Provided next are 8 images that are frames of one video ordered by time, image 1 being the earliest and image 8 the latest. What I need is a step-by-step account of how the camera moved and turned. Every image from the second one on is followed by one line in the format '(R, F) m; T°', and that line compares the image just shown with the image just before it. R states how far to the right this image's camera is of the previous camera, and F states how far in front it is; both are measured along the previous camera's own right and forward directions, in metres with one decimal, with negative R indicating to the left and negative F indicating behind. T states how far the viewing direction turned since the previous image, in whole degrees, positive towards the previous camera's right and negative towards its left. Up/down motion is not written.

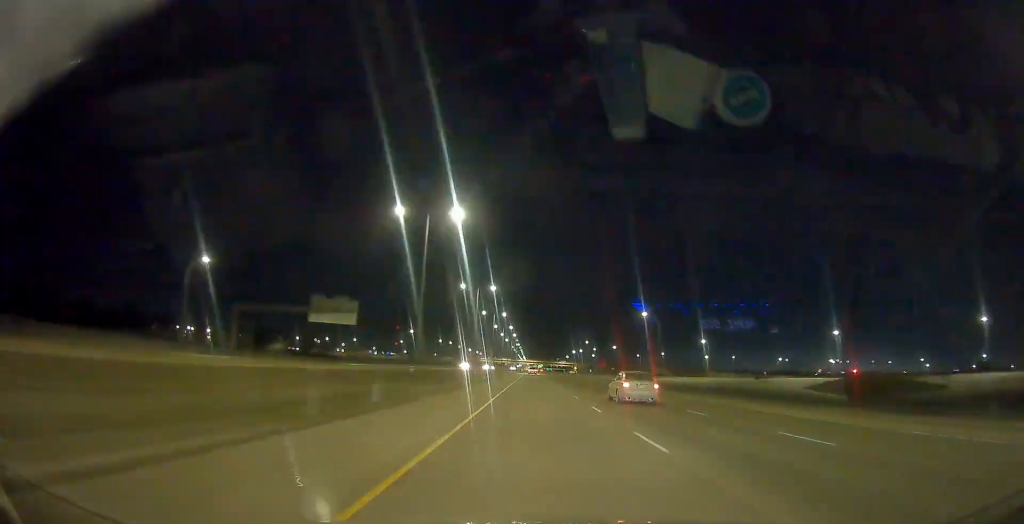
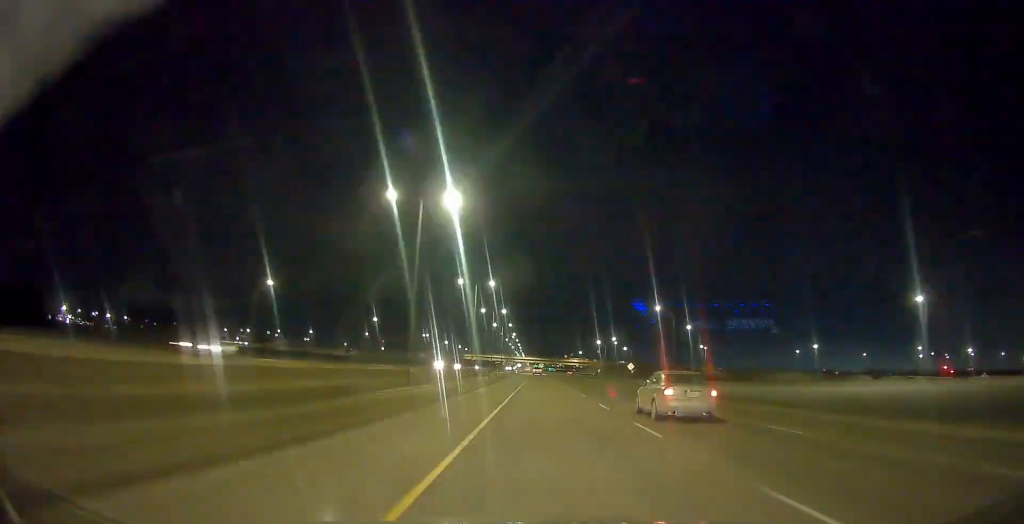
(+0.1, +124.4) m; 0°
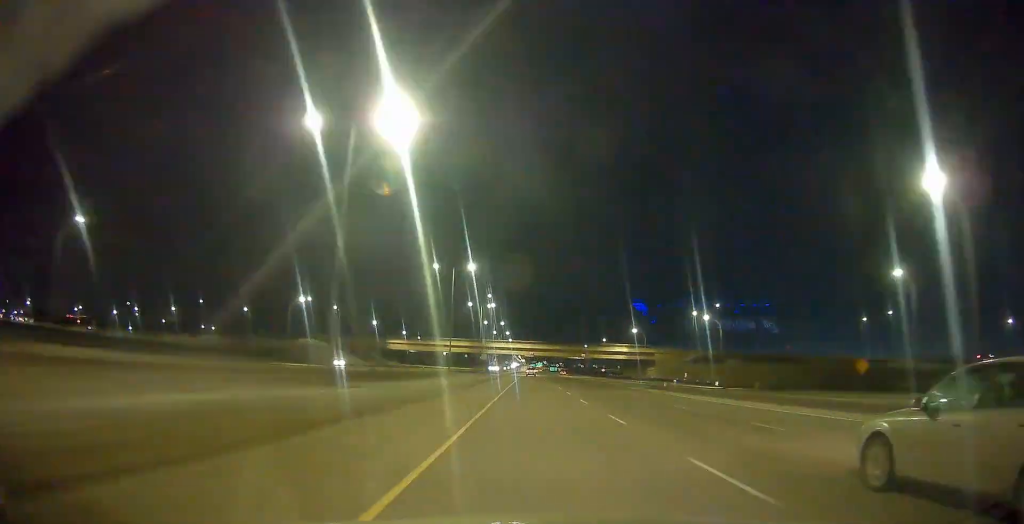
(-0.1, +196.8) m; 0°
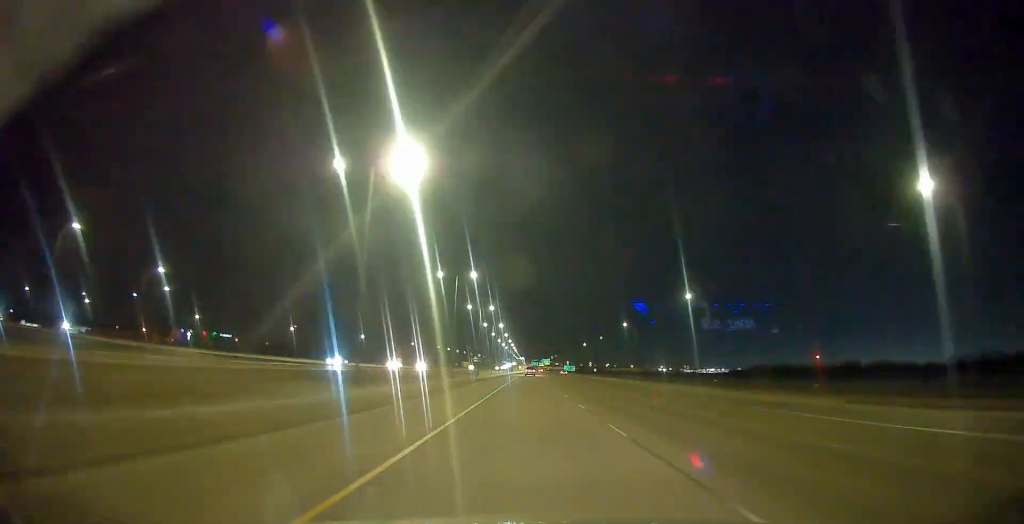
(+1.3, +292.6) m; +1°
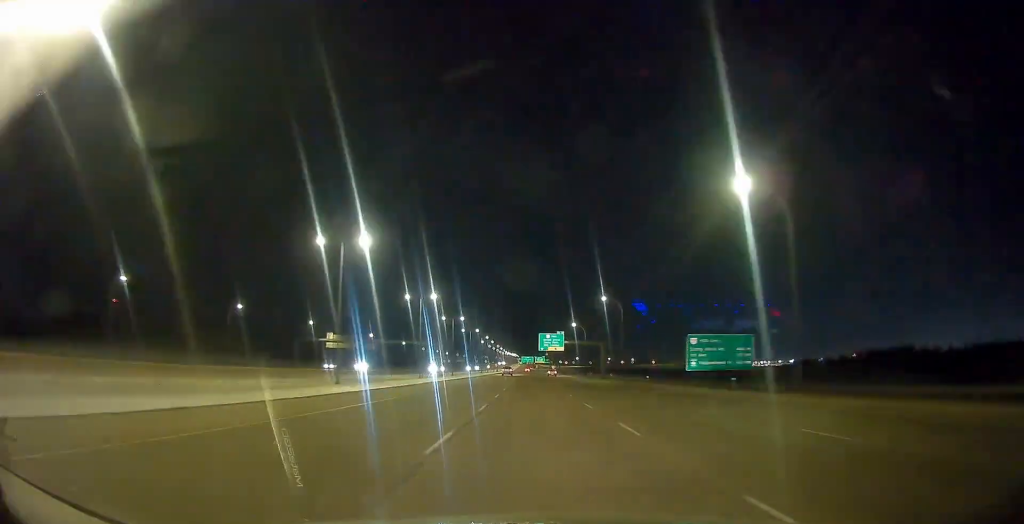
(+1.4, +386.1) m; -1°
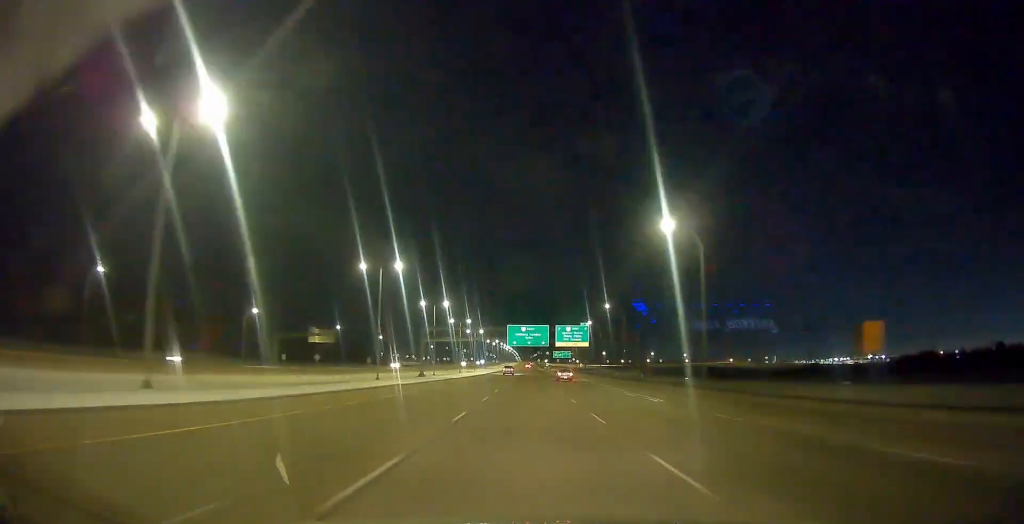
(-3.5, +331.0) m; -1°
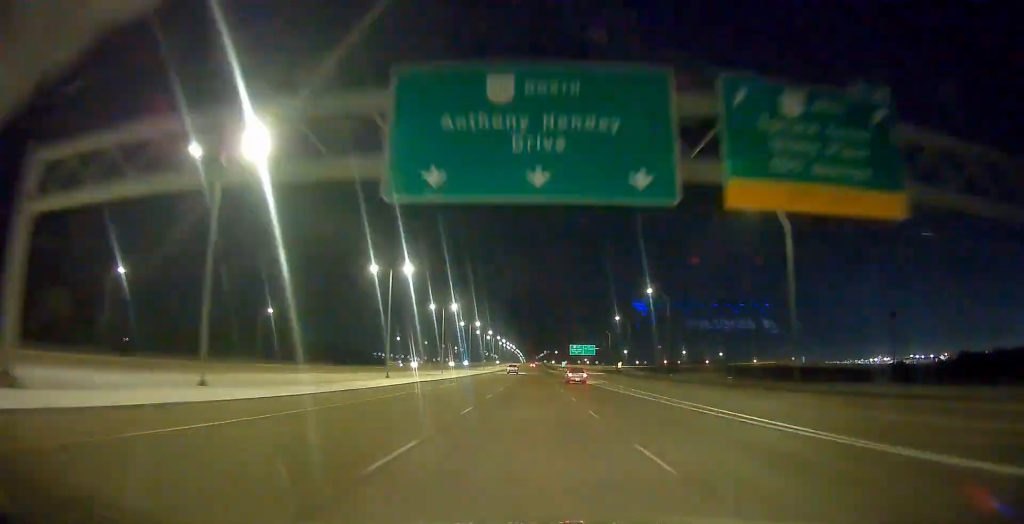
(0.0, +140.0) m; 0°
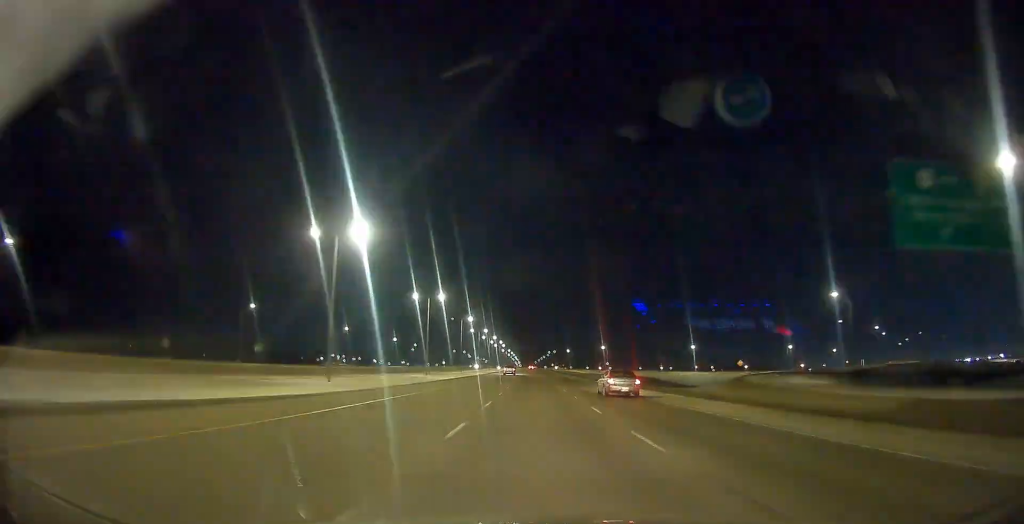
(0.0, +230.2) m; 0°
